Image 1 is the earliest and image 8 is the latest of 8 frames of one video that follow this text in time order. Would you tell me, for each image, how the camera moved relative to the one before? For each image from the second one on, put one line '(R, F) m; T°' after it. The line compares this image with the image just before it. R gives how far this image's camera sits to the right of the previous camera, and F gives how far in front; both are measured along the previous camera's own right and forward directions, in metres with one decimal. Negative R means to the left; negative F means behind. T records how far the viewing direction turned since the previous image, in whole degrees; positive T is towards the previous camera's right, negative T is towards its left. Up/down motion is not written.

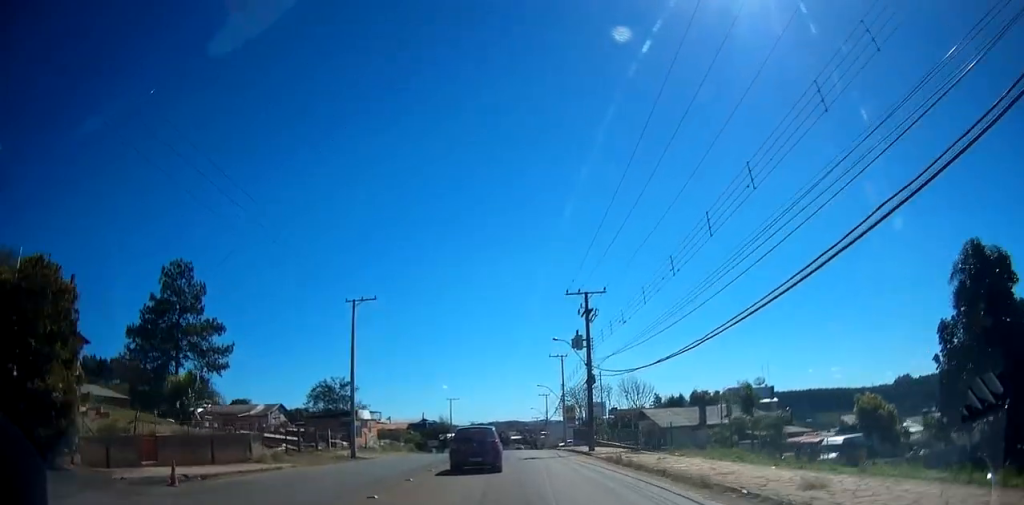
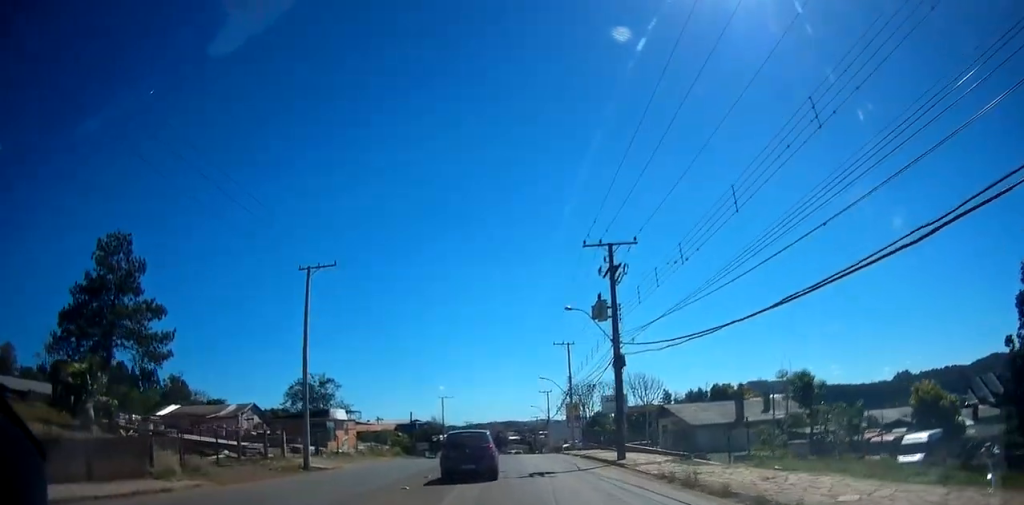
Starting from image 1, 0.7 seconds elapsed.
(-0.3, +9.6) m; -1°
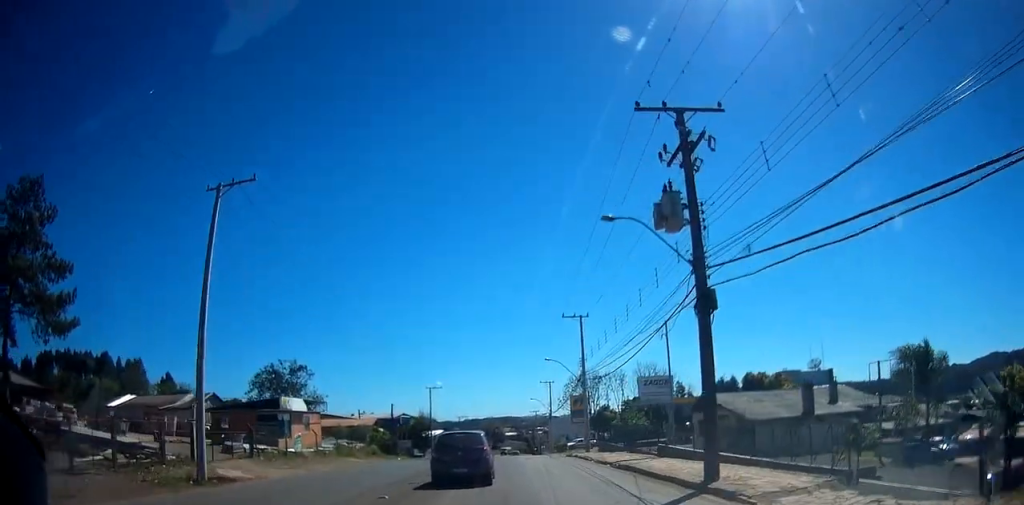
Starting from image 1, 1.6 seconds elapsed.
(+0.3, +11.9) m; +1°
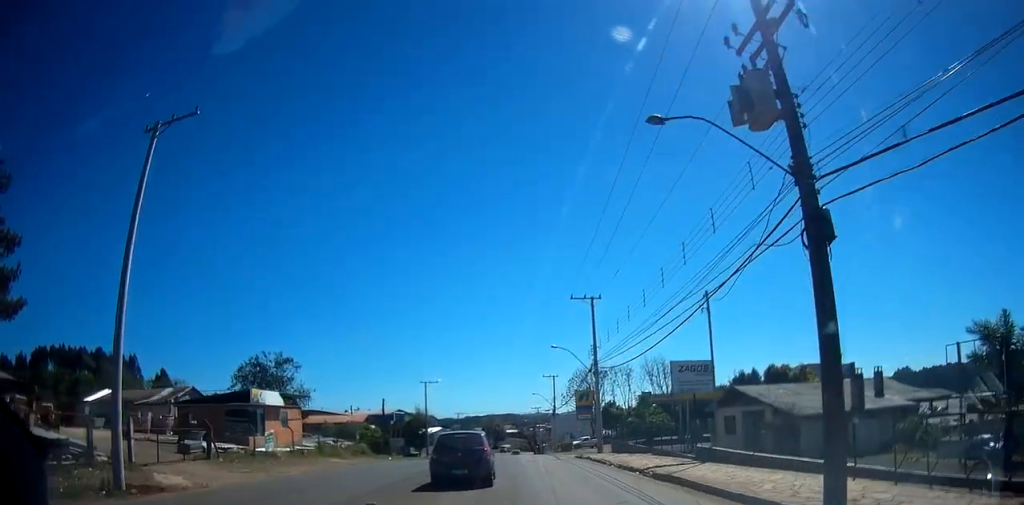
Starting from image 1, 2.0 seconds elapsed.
(0.0, +5.7) m; -1°
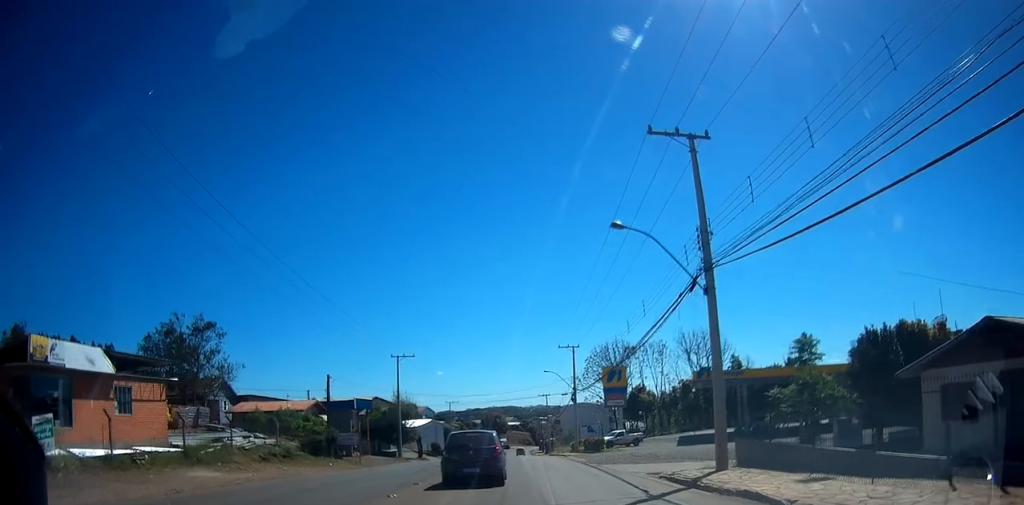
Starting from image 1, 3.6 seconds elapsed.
(-0.5, +22.5) m; -2°
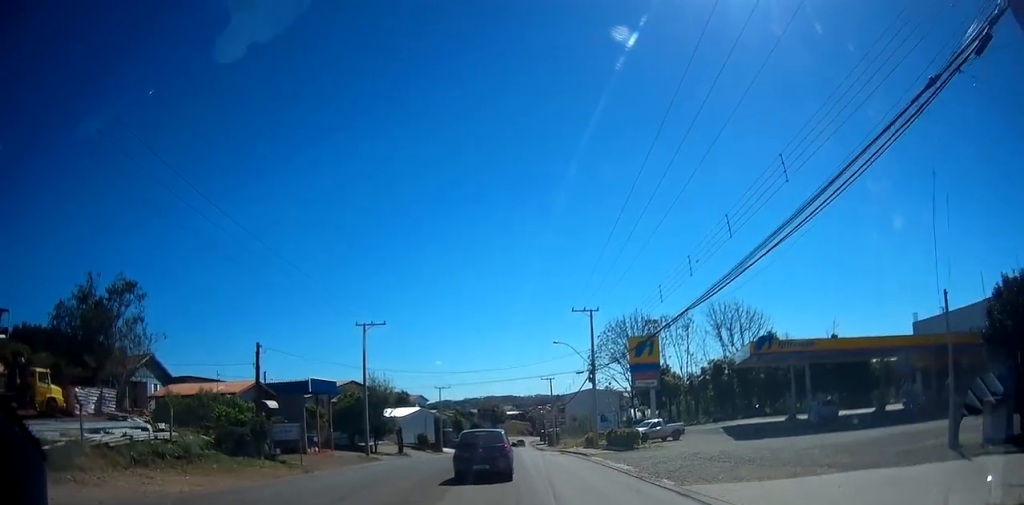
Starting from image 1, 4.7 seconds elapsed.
(0.0, +13.7) m; +2°
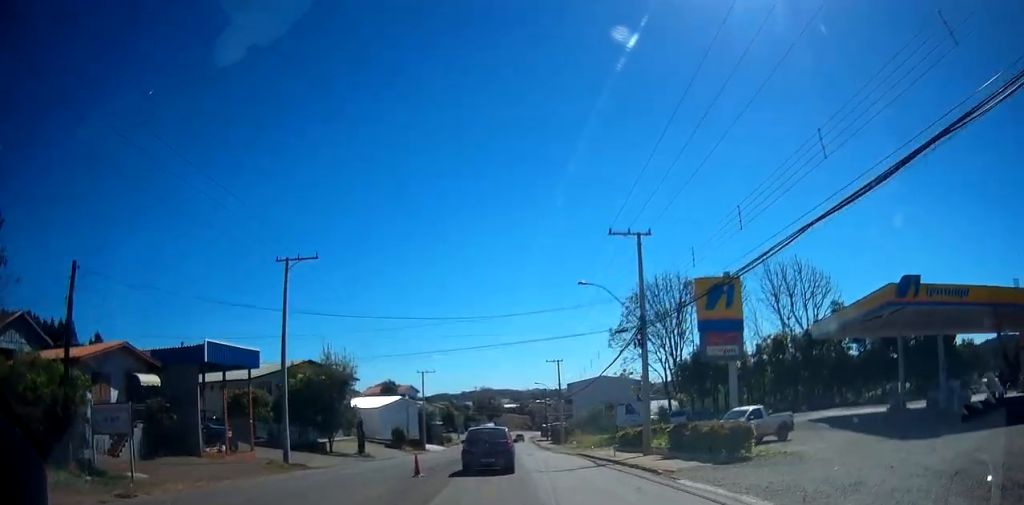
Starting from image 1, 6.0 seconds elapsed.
(+0.4, +16.8) m; +1°
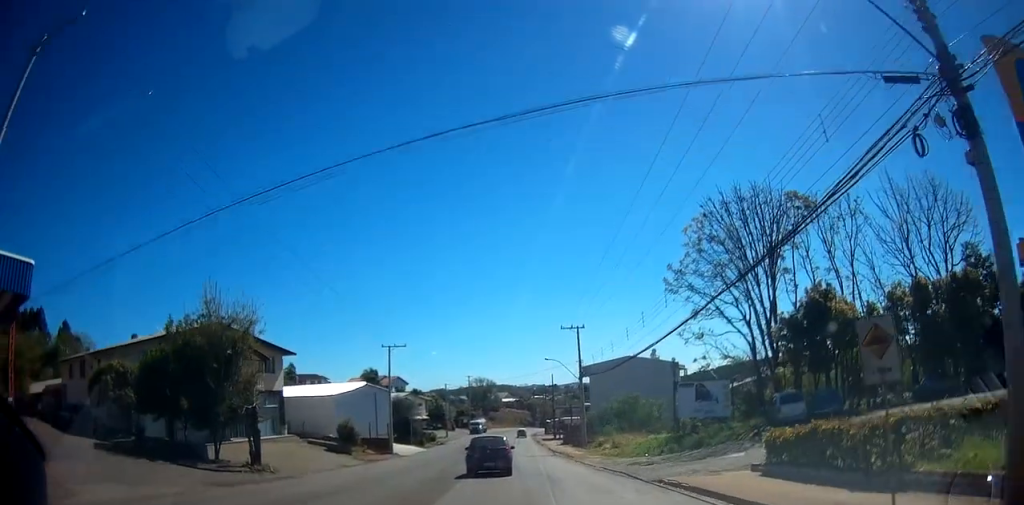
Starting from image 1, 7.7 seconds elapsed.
(0.0, +20.8) m; 0°
